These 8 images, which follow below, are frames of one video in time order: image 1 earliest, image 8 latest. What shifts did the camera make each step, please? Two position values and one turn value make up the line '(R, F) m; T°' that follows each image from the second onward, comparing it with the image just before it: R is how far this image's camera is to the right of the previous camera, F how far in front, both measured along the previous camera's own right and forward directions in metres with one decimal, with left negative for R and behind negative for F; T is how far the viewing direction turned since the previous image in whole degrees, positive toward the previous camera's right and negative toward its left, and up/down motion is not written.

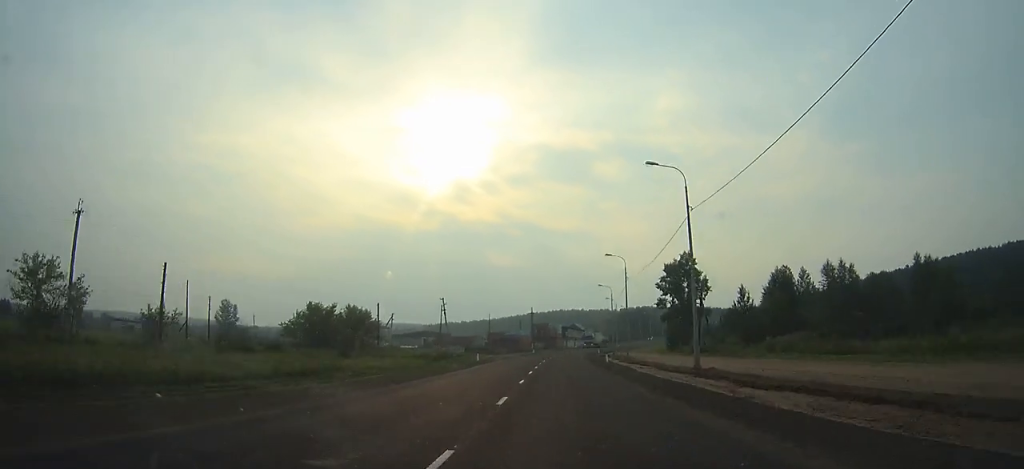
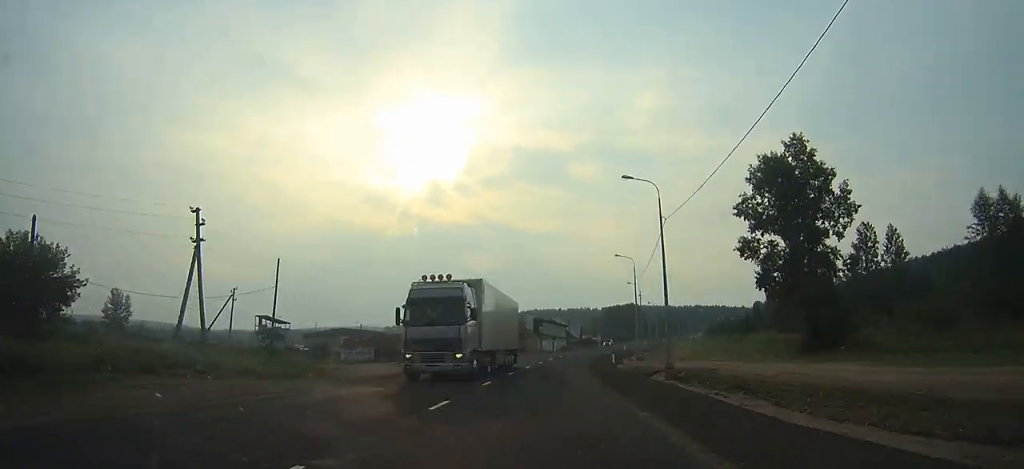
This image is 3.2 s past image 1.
(+1.0, +54.9) m; +3°
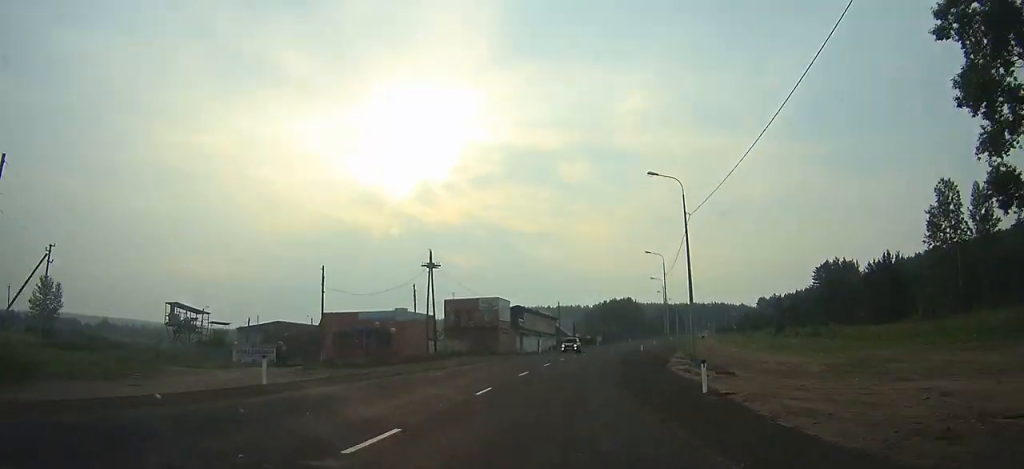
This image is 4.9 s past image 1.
(+0.8, +28.1) m; +3°
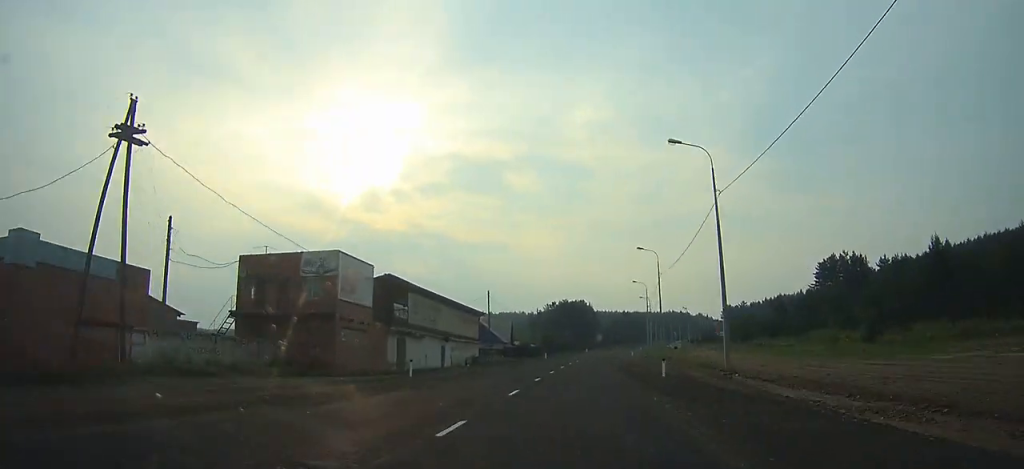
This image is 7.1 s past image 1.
(+0.9, +36.5) m; +4°
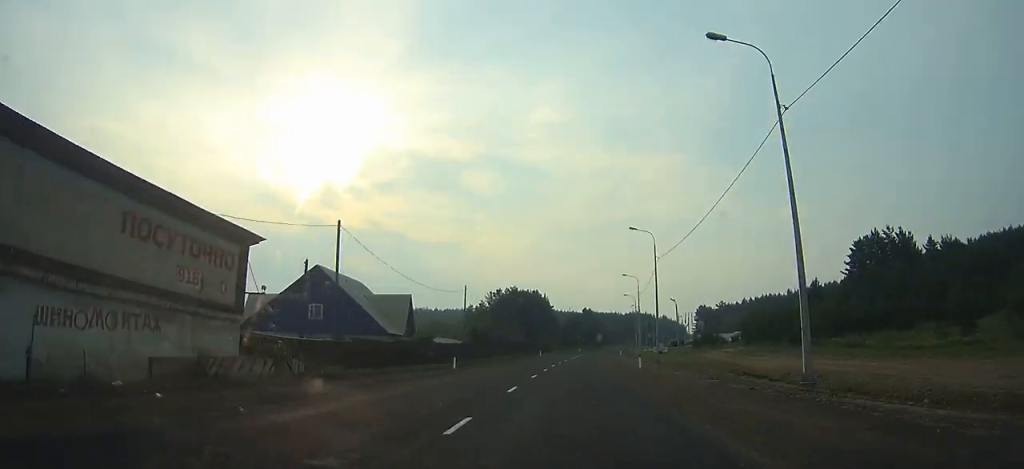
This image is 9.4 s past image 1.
(+1.0, +39.4) m; +4°
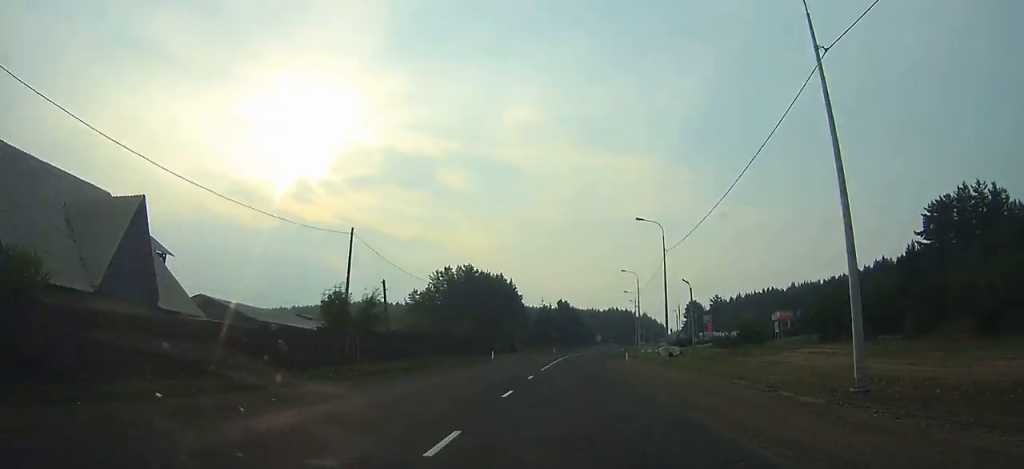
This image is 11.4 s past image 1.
(+1.5, +34.0) m; +3°
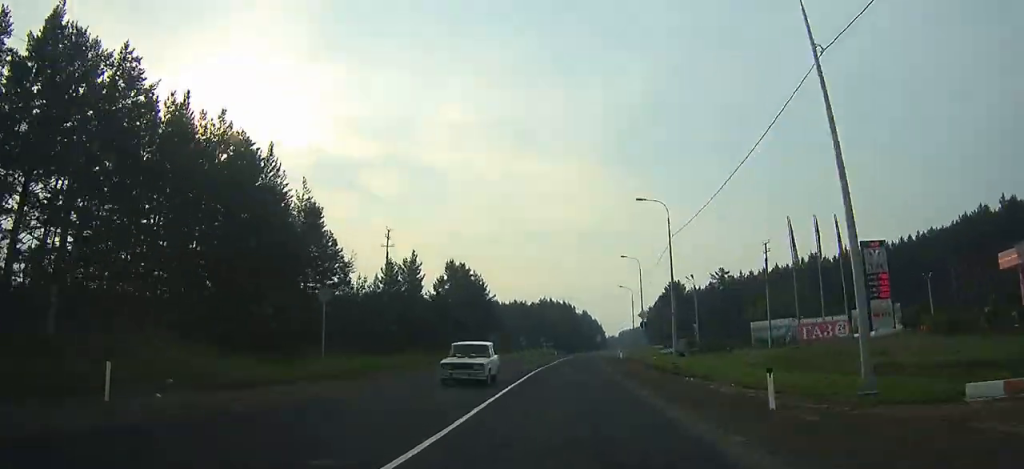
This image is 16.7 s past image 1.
(+6.6, +88.6) m; +8°
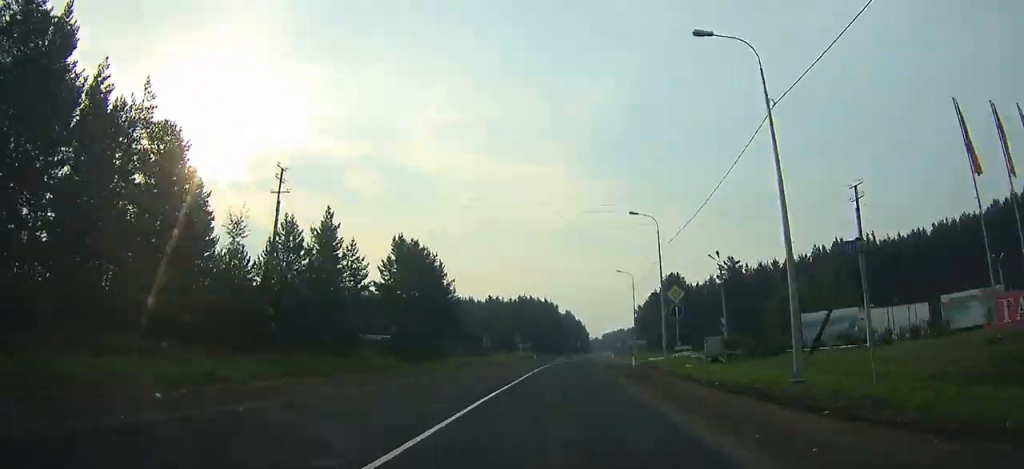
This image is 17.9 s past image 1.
(+0.2, +20.0) m; +2°
